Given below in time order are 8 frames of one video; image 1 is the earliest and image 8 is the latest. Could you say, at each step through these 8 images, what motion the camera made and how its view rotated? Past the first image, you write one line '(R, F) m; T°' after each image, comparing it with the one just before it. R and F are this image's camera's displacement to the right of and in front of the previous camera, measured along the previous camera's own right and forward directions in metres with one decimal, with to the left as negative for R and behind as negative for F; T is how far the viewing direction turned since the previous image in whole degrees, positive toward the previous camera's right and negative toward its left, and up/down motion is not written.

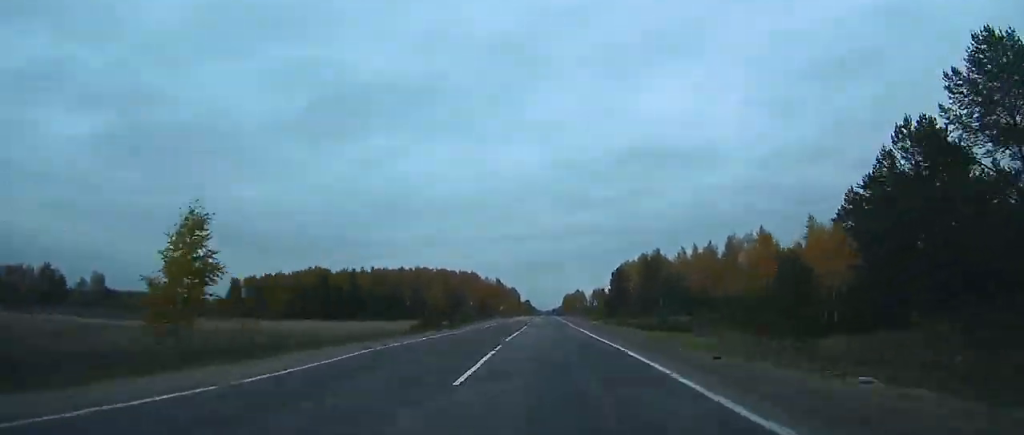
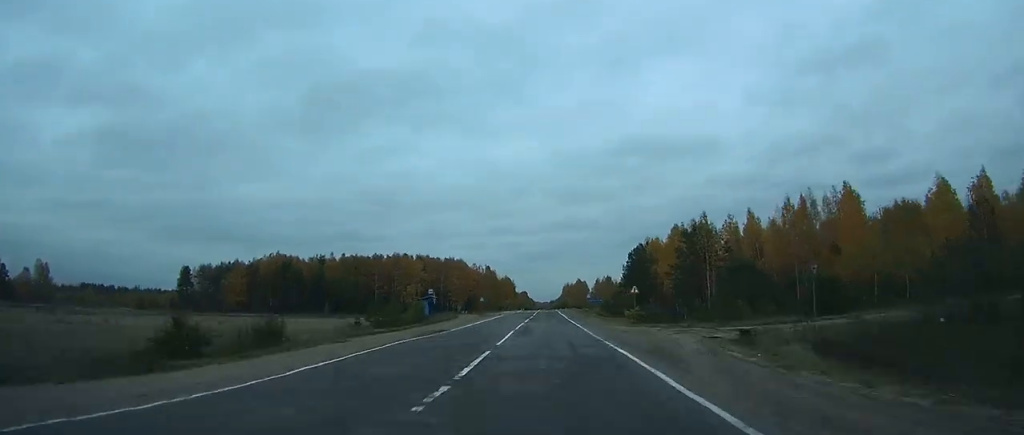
(-0.1, +39.8) m; 0°
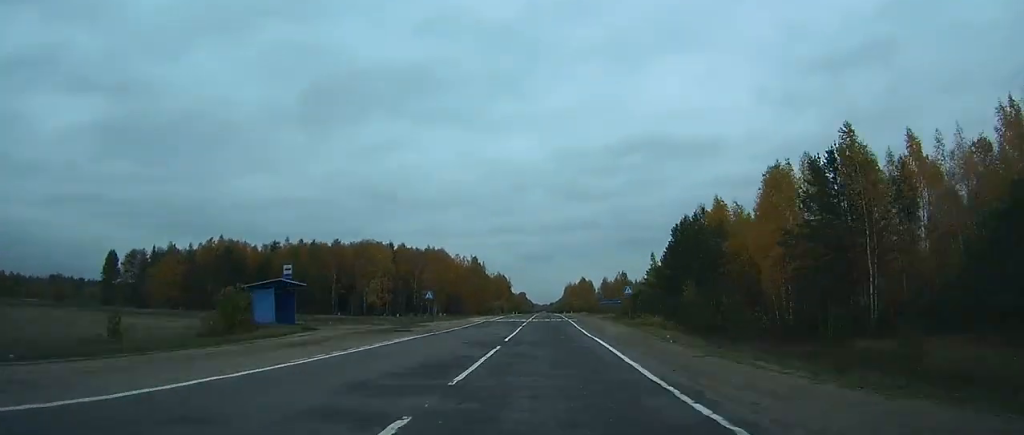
(-0.1, +45.7) m; 0°
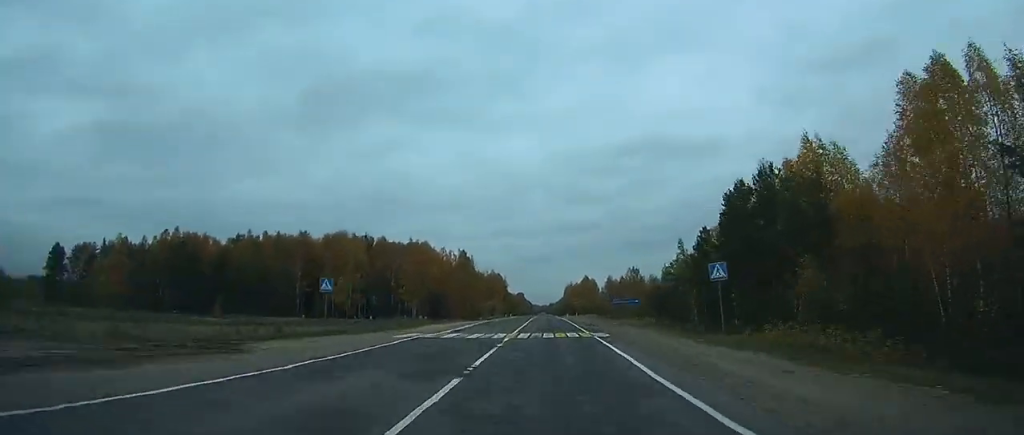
(0.0, +25.5) m; 0°
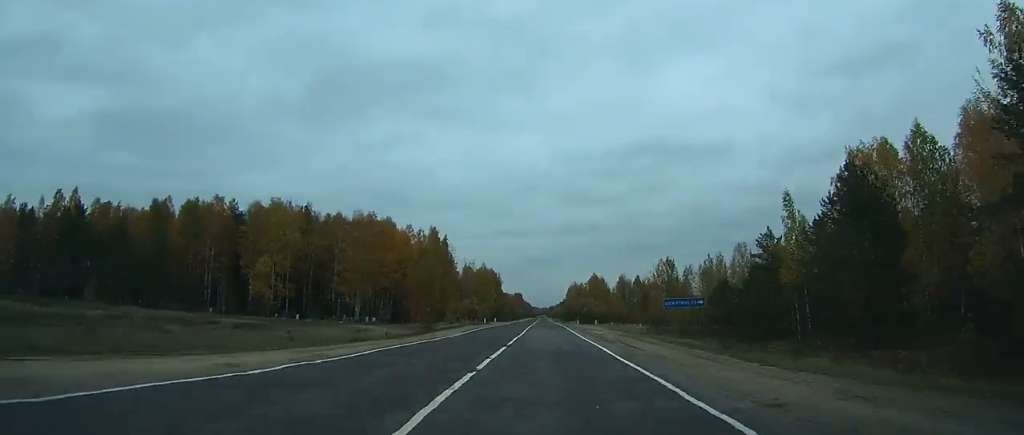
(+0.1, +42.2) m; 0°
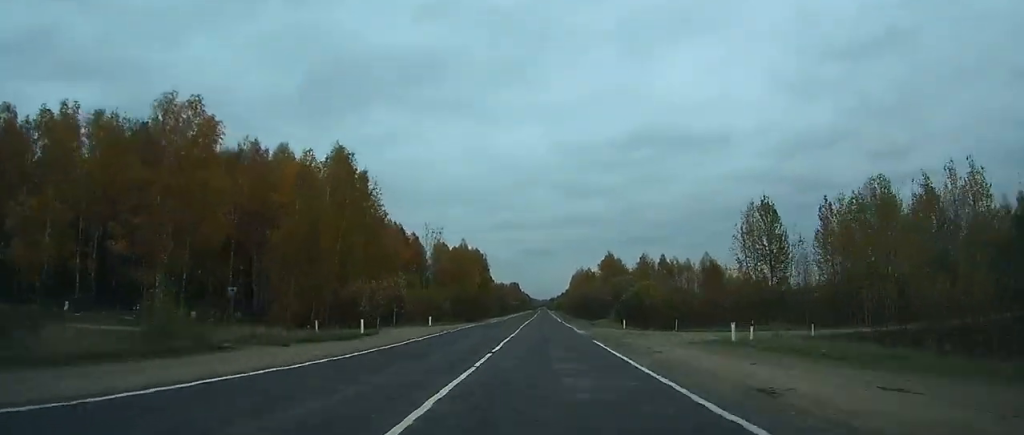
(+0.2, +54.2) m; 0°
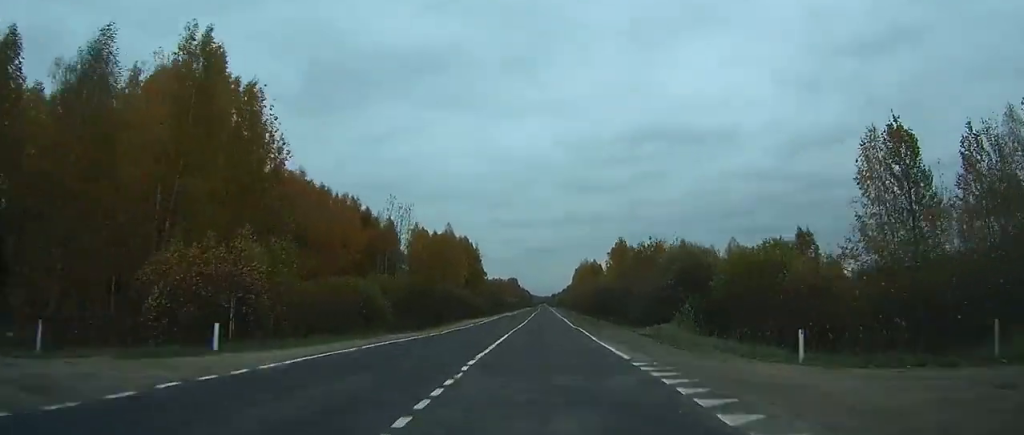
(0.0, +28.9) m; 0°
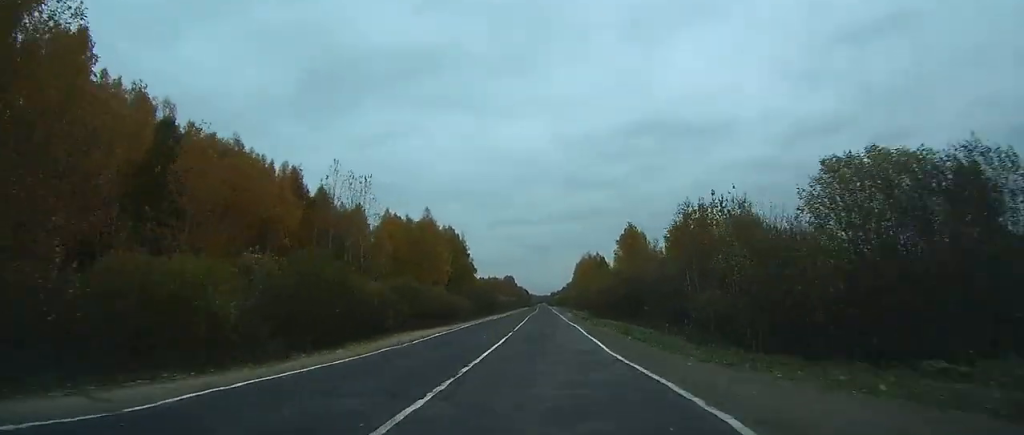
(0.0, +23.1) m; 0°
